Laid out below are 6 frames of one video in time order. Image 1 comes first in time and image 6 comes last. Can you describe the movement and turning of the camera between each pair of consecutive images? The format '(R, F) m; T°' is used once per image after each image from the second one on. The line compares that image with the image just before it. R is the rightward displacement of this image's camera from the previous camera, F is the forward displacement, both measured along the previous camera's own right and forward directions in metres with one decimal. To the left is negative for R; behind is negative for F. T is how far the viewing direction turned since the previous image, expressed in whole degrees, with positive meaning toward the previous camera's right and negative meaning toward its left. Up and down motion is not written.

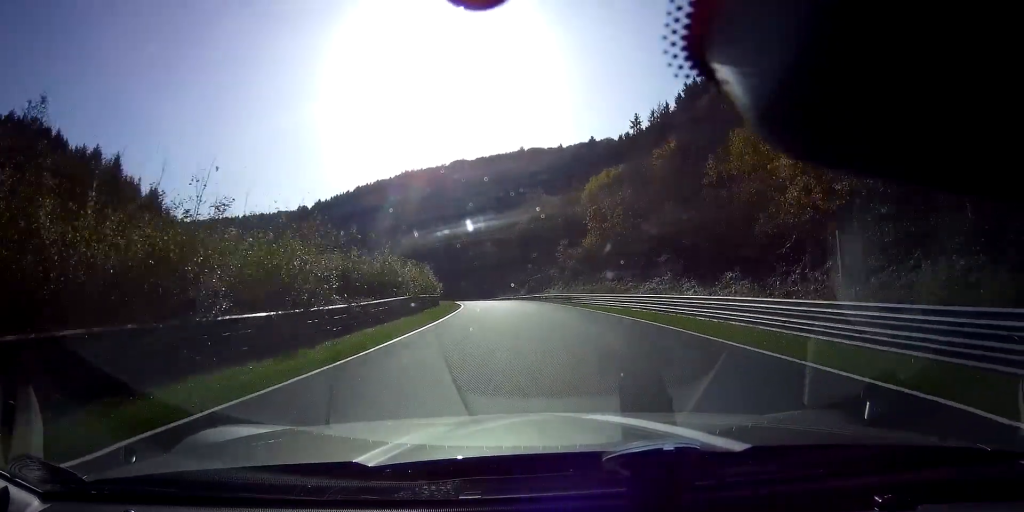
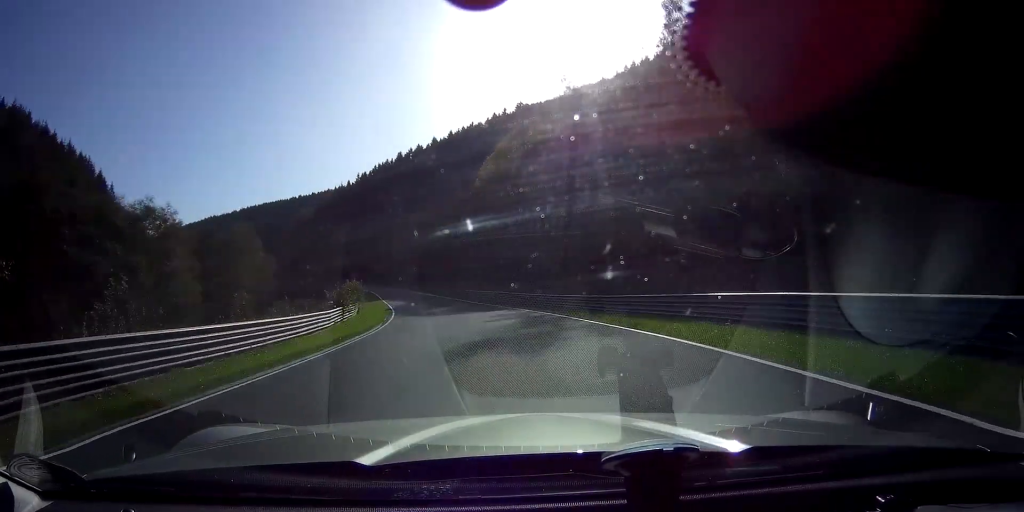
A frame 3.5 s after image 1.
(-16.9, +129.1) m; -19°
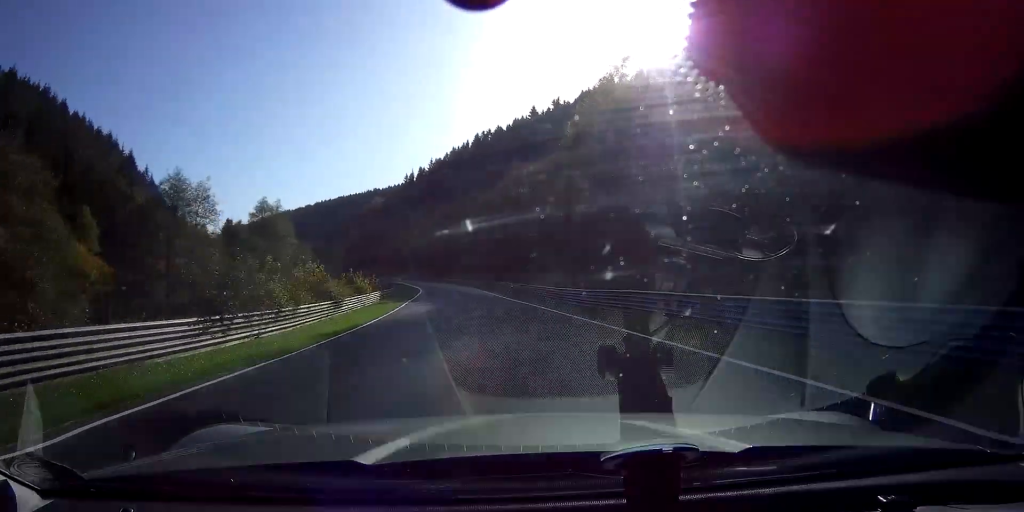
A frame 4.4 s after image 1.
(-2.5, +32.9) m; -8°
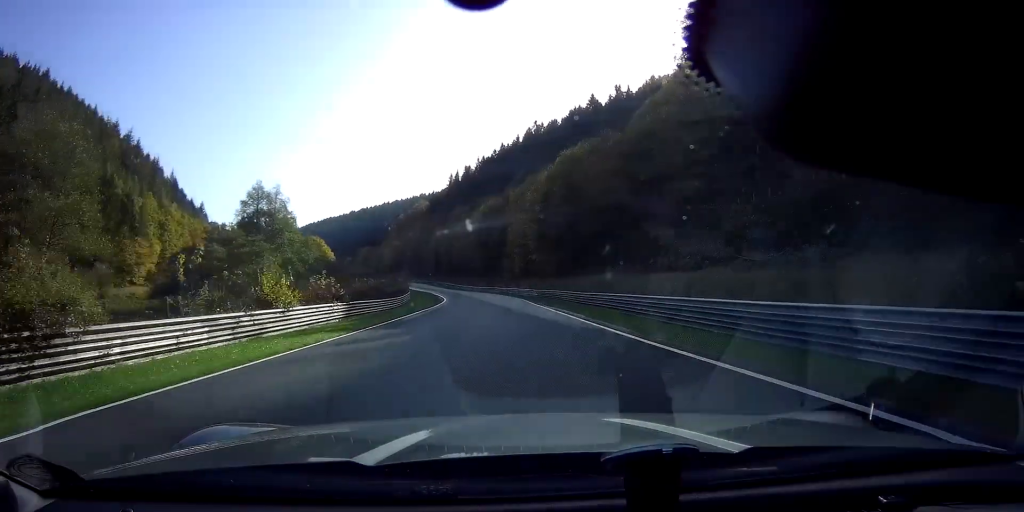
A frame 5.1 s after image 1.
(-1.2, +25.8) m; -5°
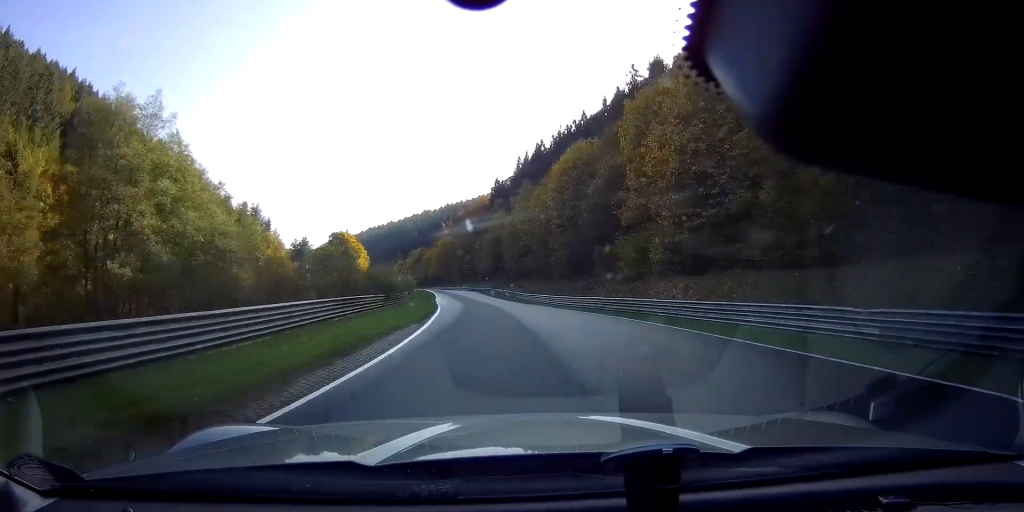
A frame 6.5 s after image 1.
(-3.9, +52.7) m; -8°
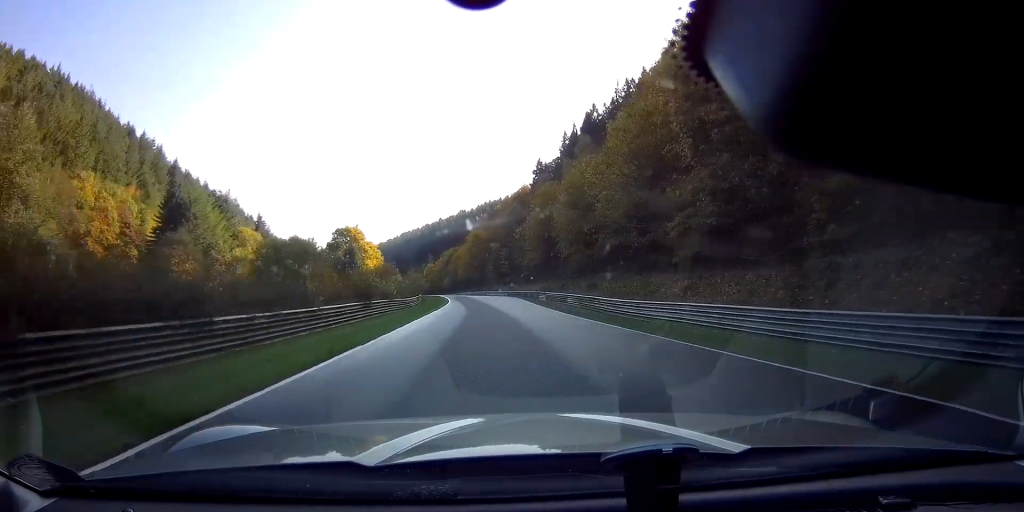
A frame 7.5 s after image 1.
(-1.6, +35.6) m; -5°
